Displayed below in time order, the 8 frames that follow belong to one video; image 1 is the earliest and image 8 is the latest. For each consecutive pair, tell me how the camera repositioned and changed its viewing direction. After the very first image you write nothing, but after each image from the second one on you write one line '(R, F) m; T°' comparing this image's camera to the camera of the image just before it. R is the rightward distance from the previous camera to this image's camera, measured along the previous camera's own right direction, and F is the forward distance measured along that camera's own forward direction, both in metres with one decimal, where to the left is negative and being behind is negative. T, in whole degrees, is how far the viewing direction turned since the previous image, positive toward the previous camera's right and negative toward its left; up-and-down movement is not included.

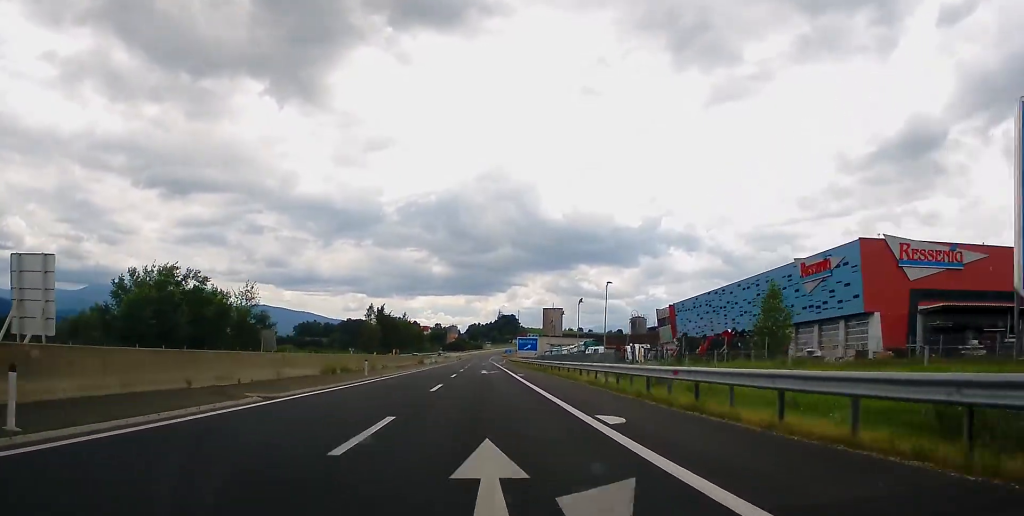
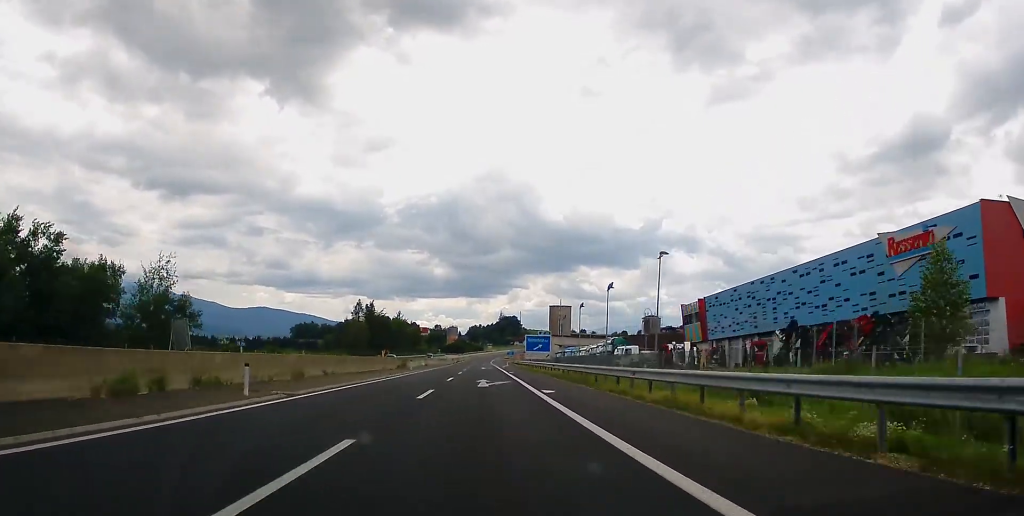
(0.0, +21.9) m; 0°
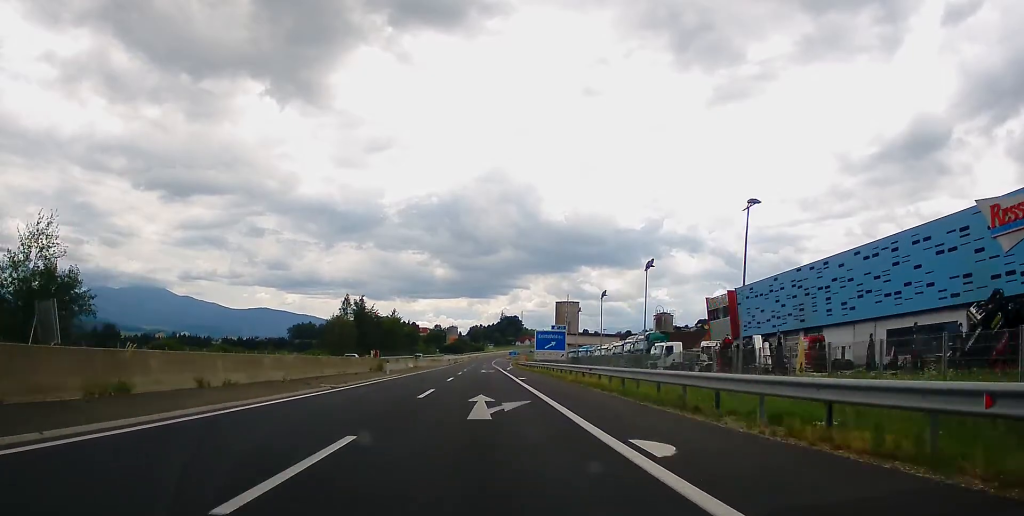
(0.0, +17.2) m; 0°
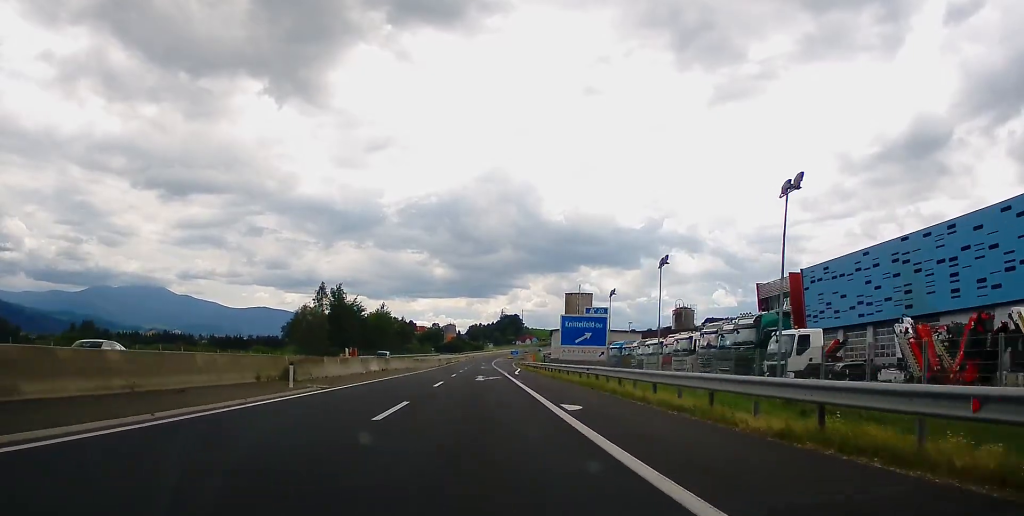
(0.0, +26.5) m; 0°
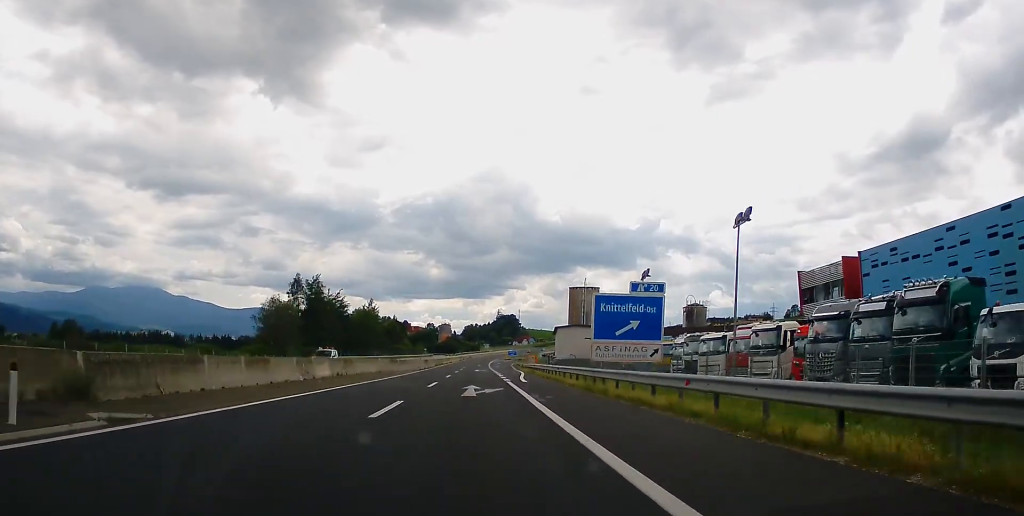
(-0.1, +16.9) m; +1°
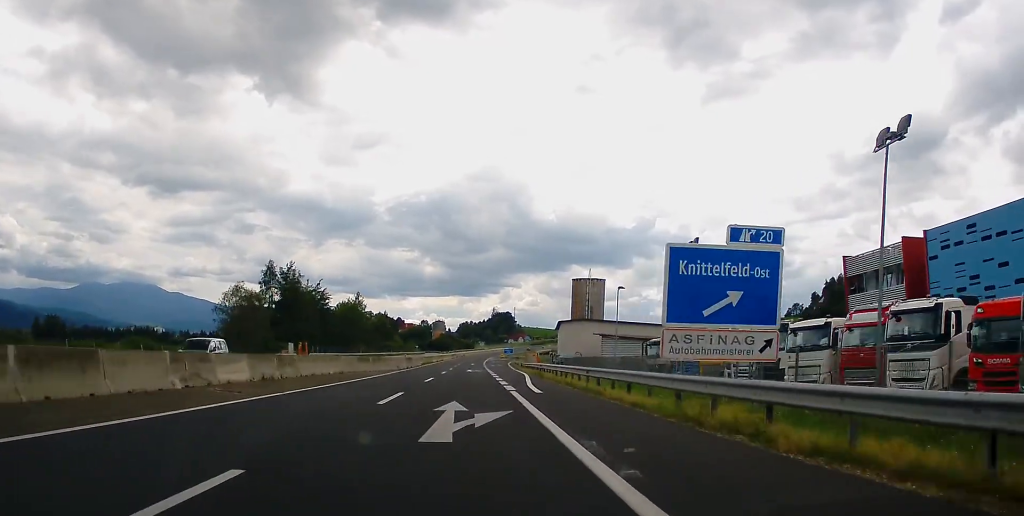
(+0.2, +14.1) m; 0°
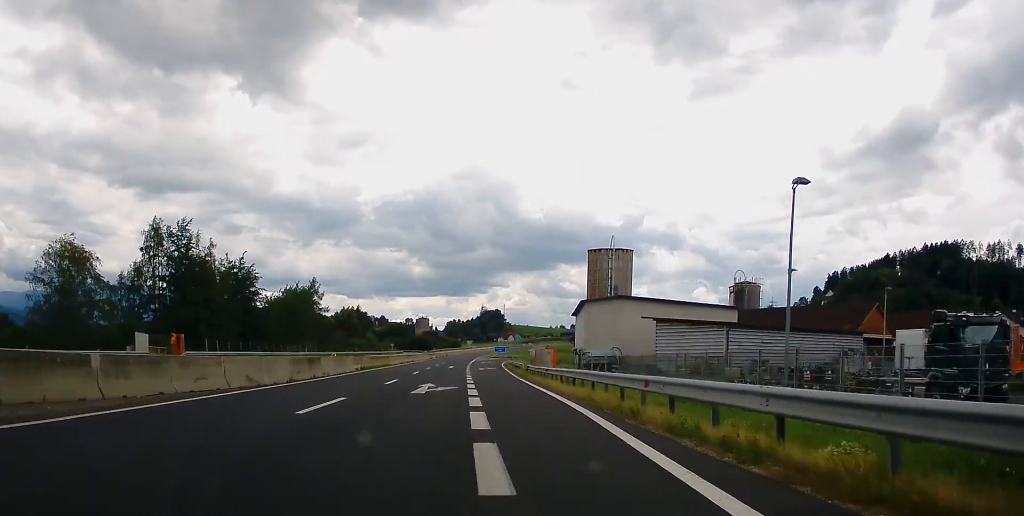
(+0.2, +39.4) m; 0°
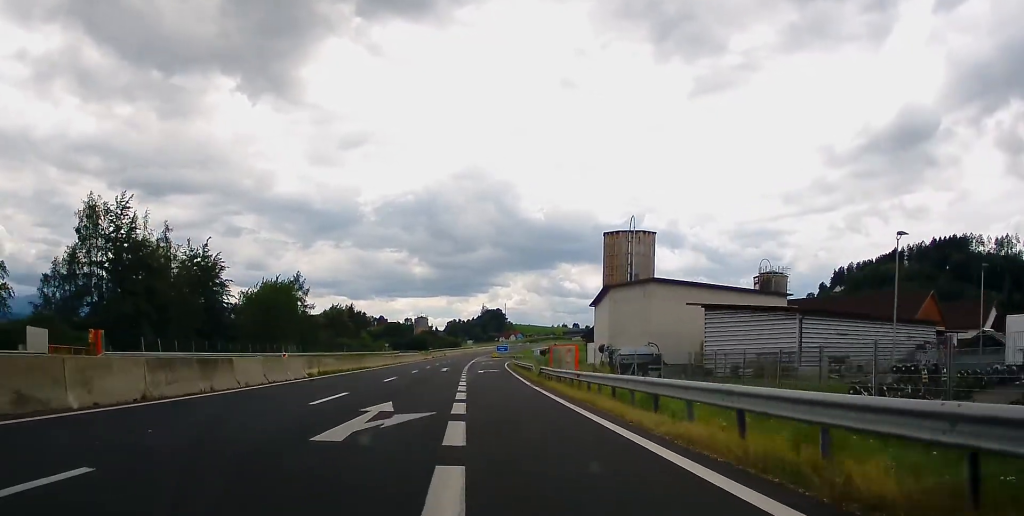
(0.0, +14.3) m; 0°
